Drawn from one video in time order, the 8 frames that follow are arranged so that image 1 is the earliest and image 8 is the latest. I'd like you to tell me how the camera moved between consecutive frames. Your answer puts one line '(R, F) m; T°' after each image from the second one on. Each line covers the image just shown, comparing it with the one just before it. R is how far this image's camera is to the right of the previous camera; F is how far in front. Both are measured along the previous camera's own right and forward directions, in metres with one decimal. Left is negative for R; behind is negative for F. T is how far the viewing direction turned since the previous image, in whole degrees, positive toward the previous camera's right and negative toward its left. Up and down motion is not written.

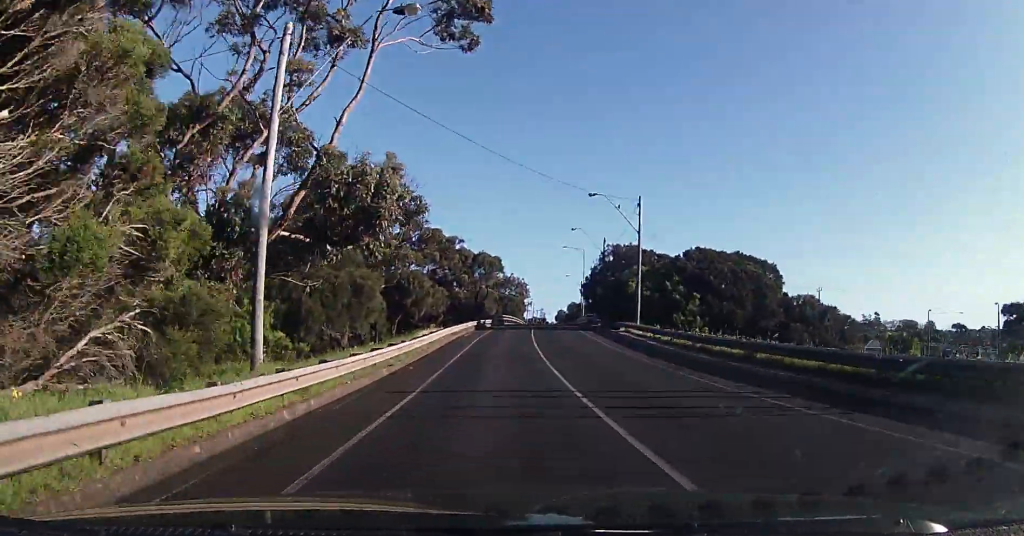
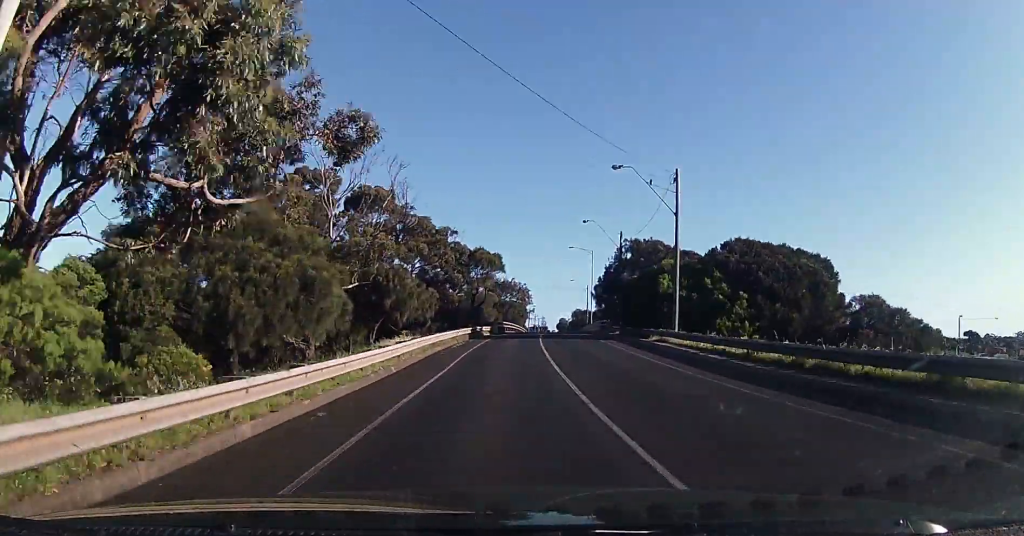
(0.0, +9.5) m; +2°
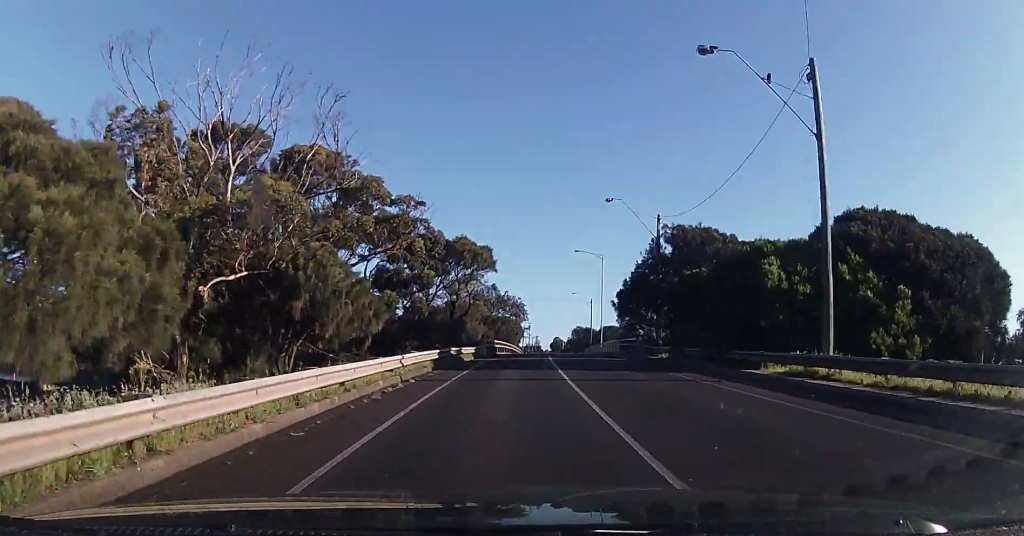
(+0.8, +17.3) m; +2°
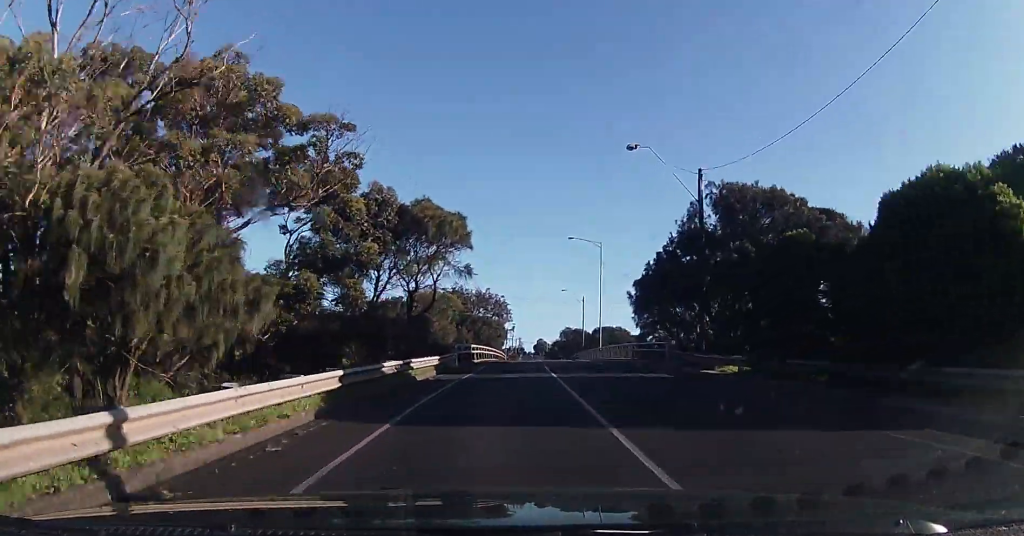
(-0.2, +13.3) m; 0°
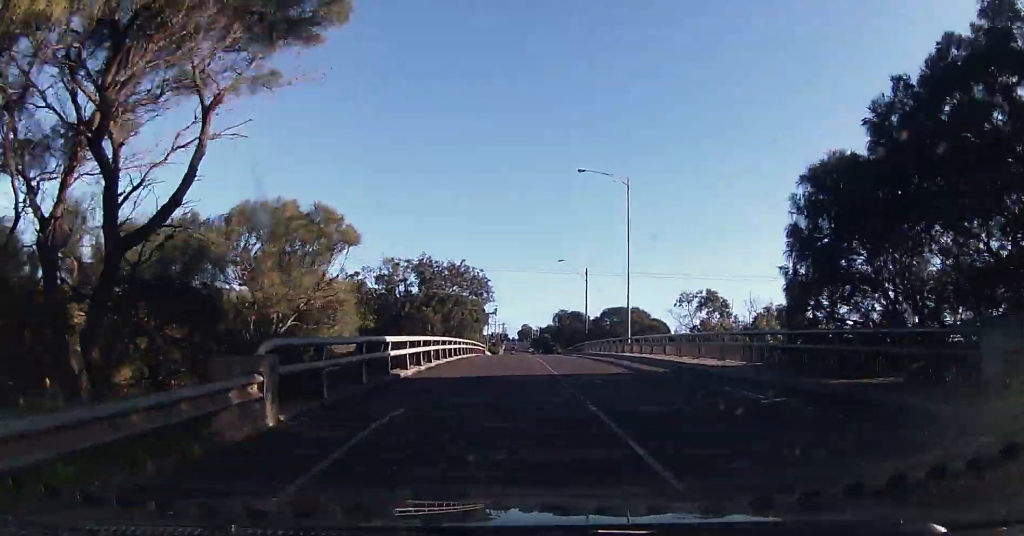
(+0.2, +24.6) m; 0°
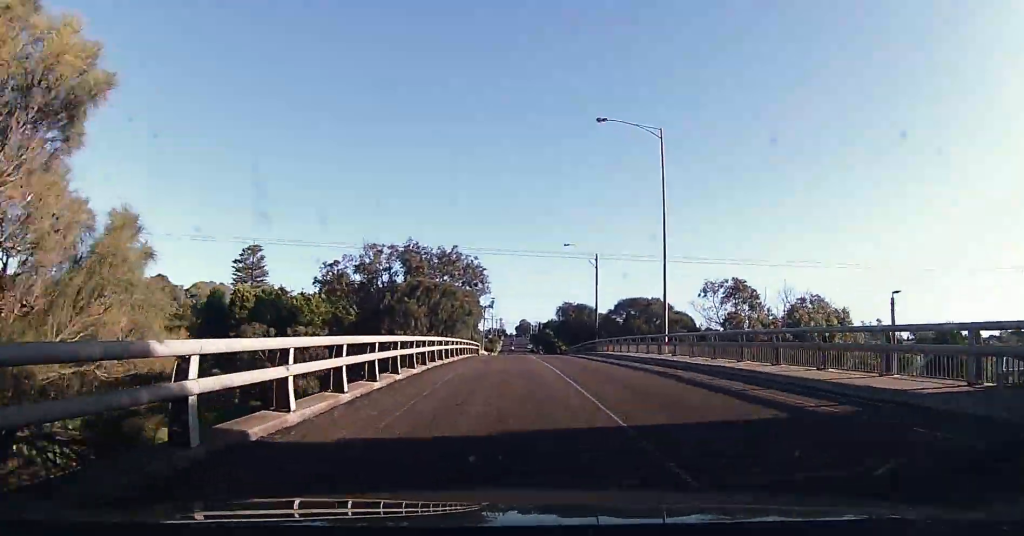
(-0.2, +10.9) m; 0°
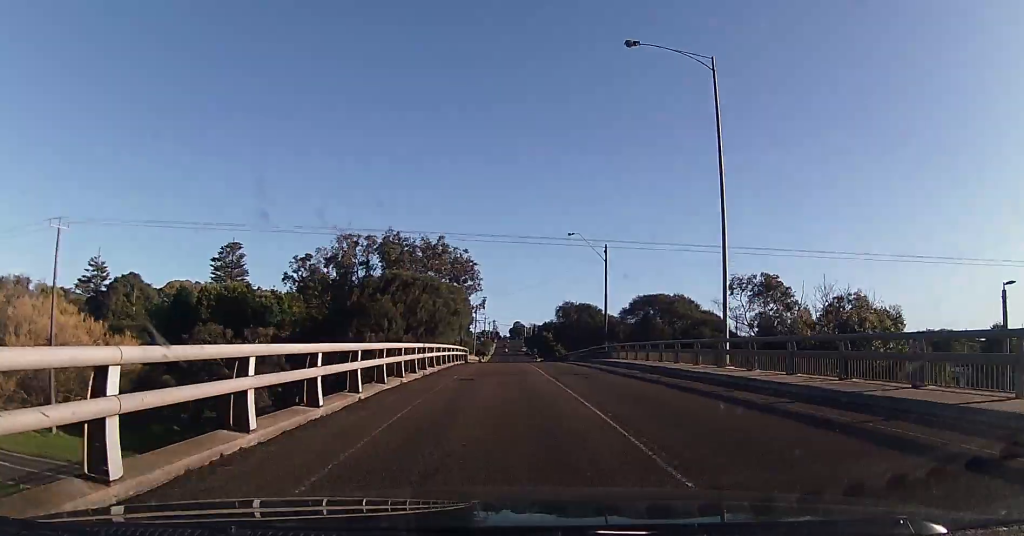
(+0.3, +10.5) m; 0°
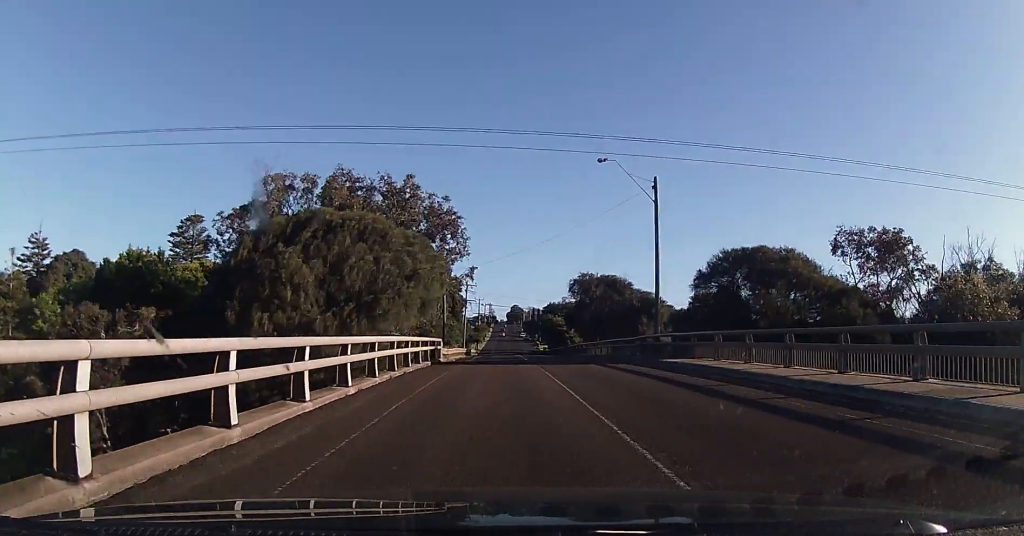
(+0.3, +21.7) m; +3°
